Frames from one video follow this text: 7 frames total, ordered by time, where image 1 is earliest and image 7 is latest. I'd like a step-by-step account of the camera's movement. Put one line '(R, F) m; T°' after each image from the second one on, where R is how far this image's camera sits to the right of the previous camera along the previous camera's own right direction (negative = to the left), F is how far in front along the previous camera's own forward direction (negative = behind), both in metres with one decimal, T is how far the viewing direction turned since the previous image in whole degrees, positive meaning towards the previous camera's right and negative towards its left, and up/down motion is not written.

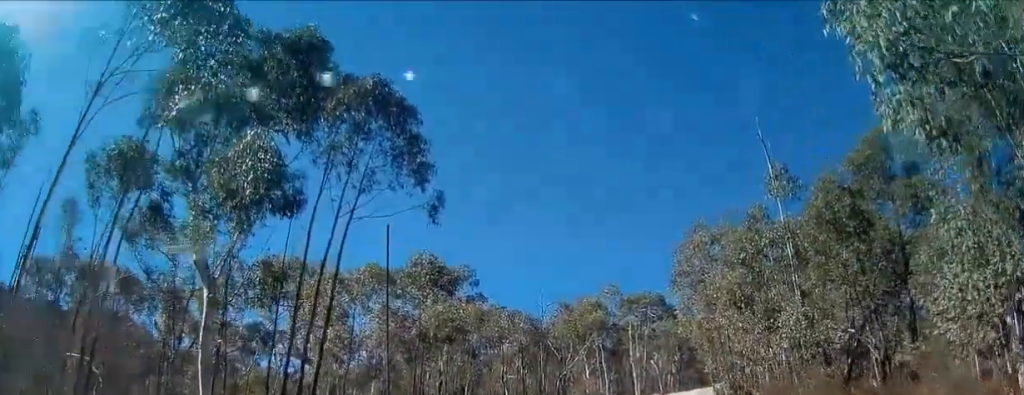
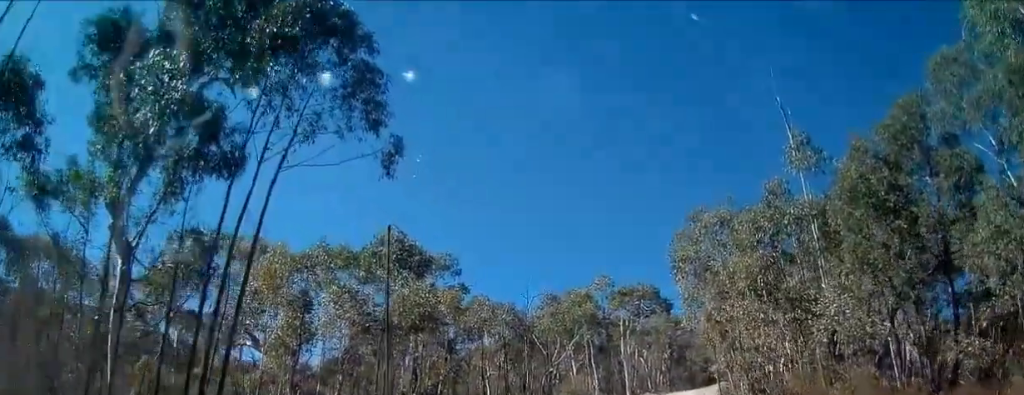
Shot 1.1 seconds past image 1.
(0.0, +3.0) m; +3°
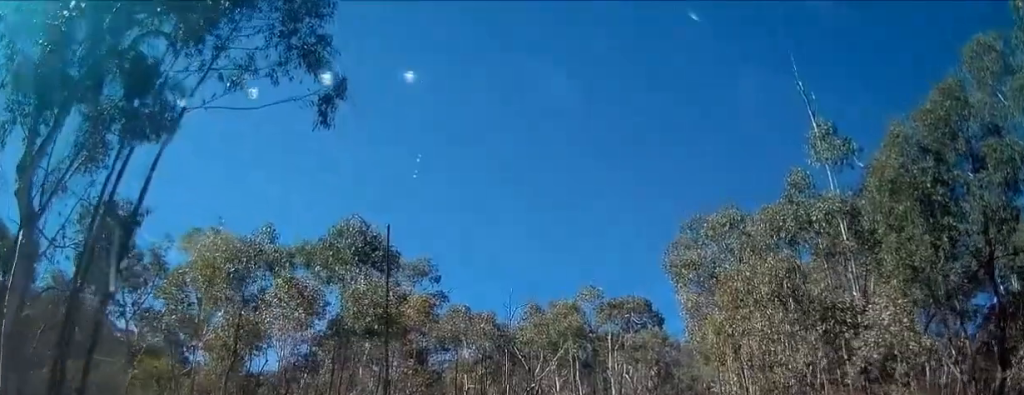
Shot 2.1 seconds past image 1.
(+0.1, +2.4) m; +4°
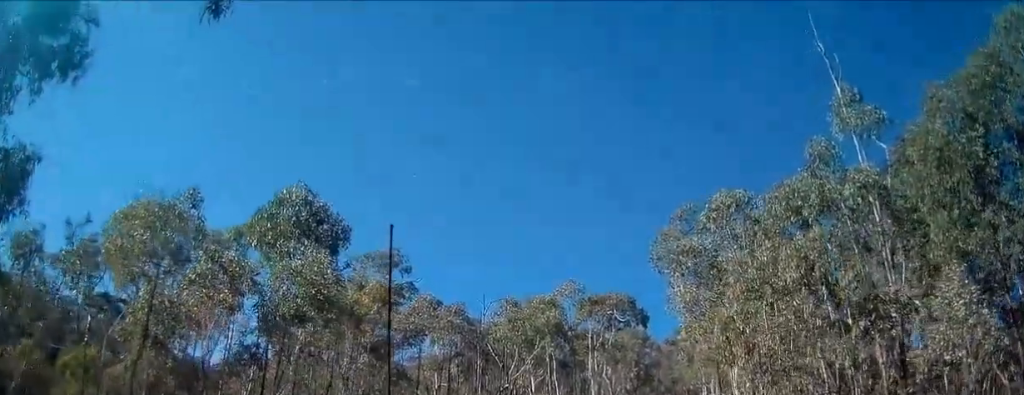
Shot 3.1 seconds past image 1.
(0.0, +2.8) m; -2°
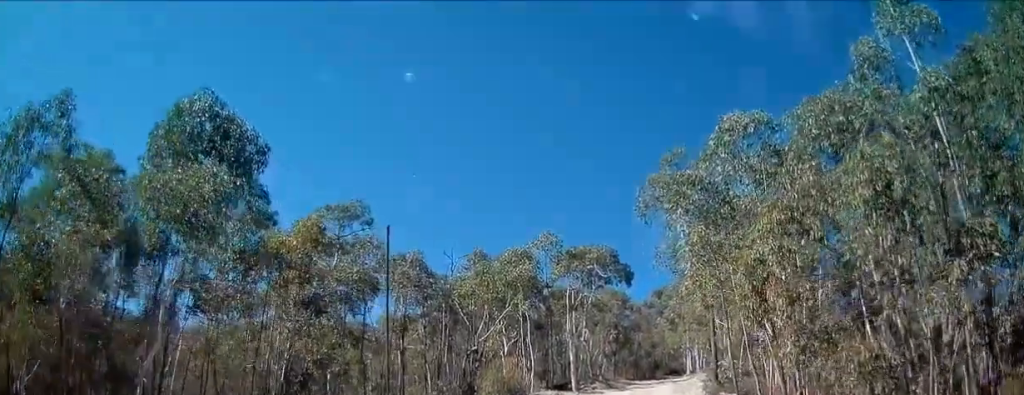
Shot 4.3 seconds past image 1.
(-0.2, +3.6) m; +1°
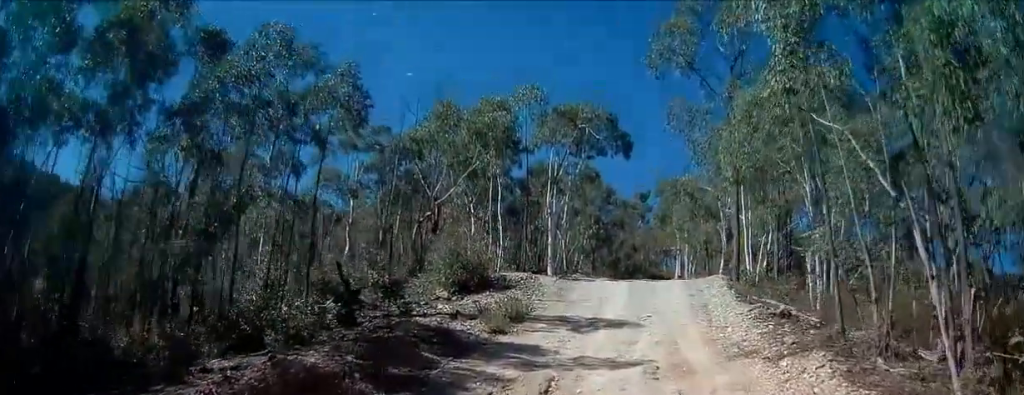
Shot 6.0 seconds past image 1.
(+0.6, +5.6) m; +10°
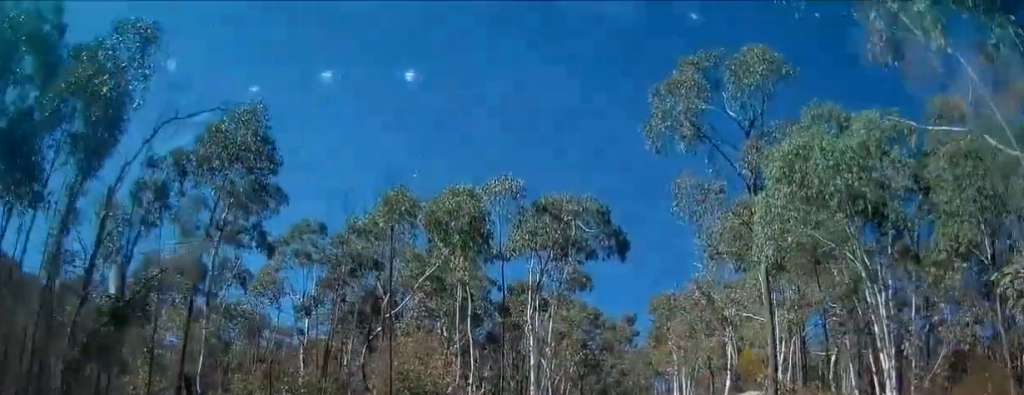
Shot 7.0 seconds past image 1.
(+0.2, +4.3) m; +8°
